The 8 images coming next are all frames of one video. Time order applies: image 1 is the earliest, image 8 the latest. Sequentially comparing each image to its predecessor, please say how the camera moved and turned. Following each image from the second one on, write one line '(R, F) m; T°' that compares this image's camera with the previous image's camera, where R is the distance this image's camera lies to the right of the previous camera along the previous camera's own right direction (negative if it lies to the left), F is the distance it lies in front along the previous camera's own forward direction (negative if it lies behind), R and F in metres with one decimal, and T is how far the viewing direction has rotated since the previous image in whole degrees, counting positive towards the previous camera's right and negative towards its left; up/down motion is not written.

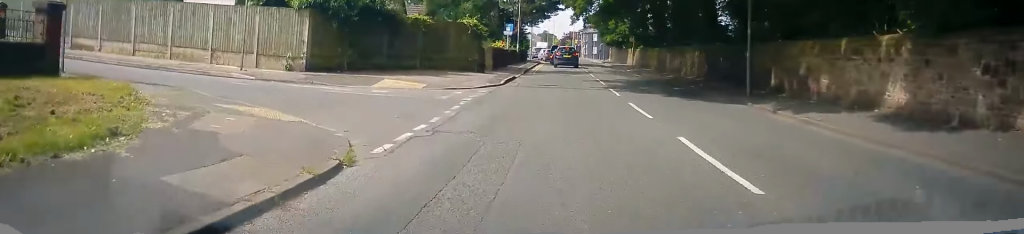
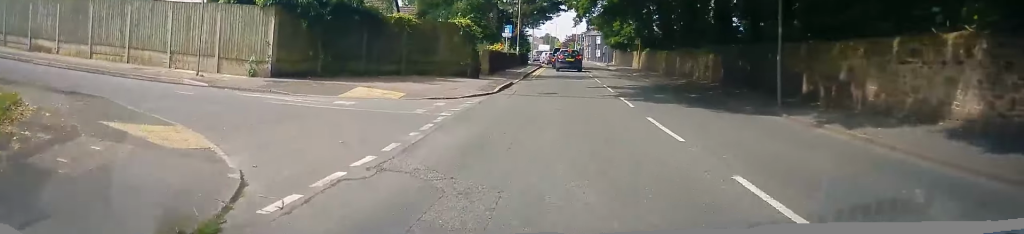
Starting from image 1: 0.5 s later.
(-0.1, +2.8) m; 0°
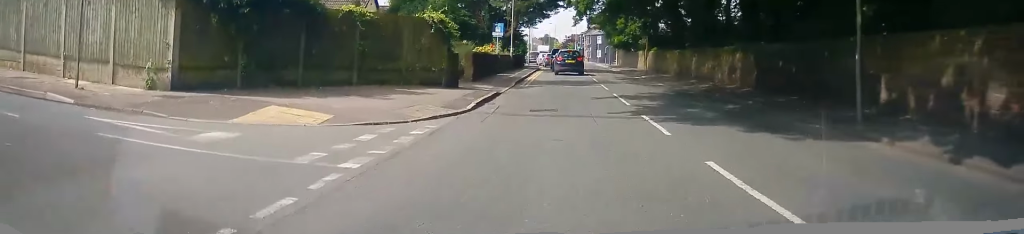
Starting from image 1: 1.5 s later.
(+0.3, +5.1) m; -1°
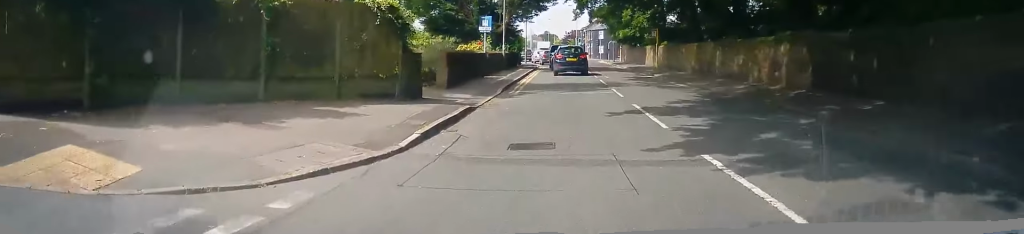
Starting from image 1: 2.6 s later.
(-0.3, +5.4) m; +3°
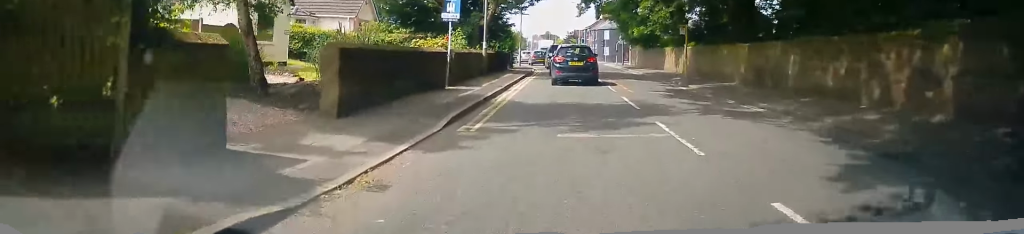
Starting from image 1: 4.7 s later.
(-0.2, +9.5) m; -7°
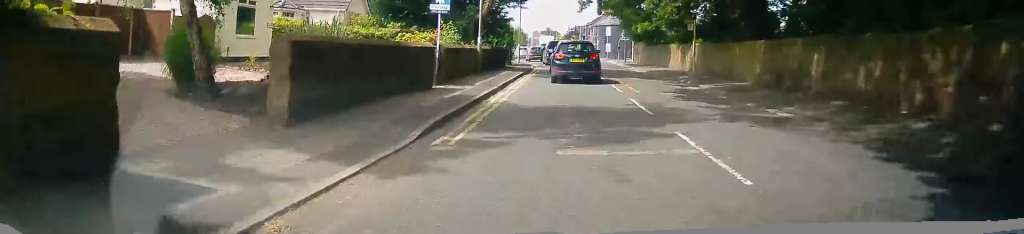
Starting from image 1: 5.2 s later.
(+0.1, +1.9) m; 0°
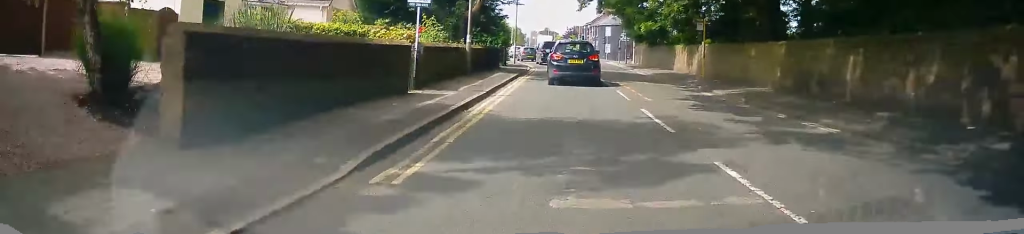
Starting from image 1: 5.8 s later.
(0.0, +2.4) m; +3°
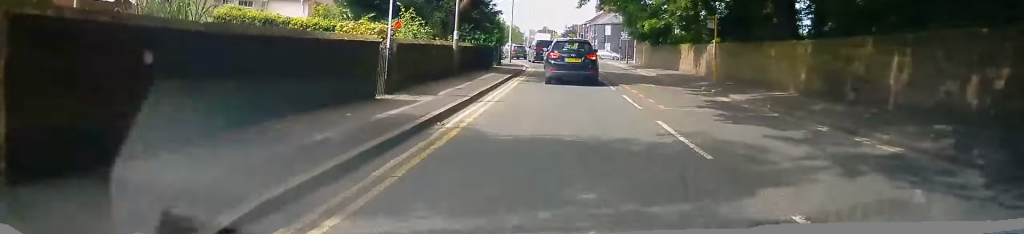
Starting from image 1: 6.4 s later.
(-0.1, +2.4) m; +4°
